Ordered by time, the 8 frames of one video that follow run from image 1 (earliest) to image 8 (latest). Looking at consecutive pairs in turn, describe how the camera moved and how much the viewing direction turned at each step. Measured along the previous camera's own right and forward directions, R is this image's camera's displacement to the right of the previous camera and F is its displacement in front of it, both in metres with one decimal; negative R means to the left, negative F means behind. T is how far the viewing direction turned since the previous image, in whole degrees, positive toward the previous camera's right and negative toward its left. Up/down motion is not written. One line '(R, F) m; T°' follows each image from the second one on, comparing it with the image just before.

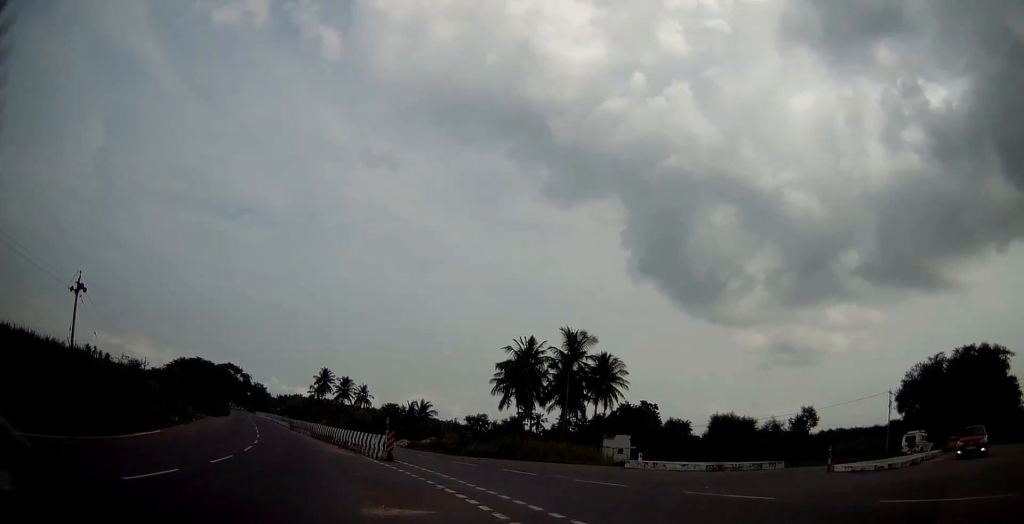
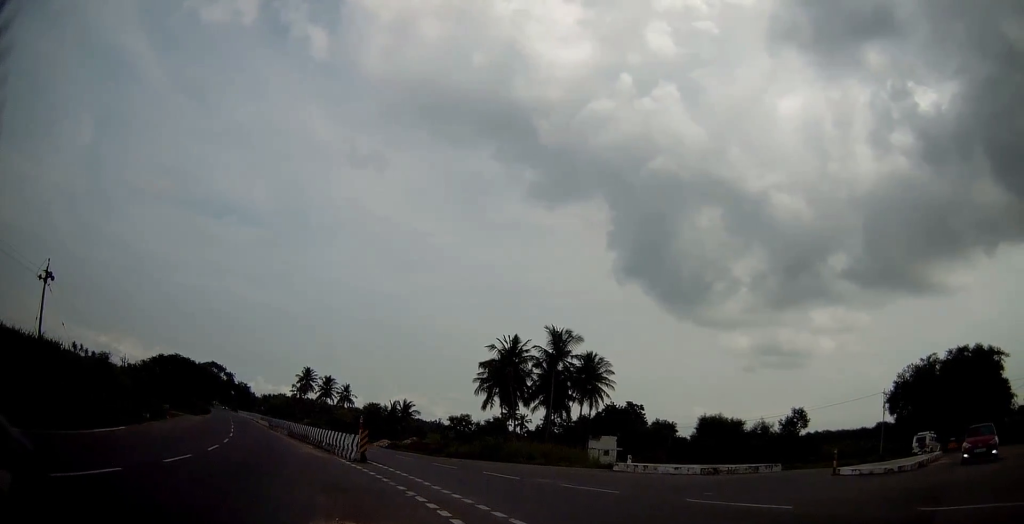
(0.0, +1.7) m; +1°
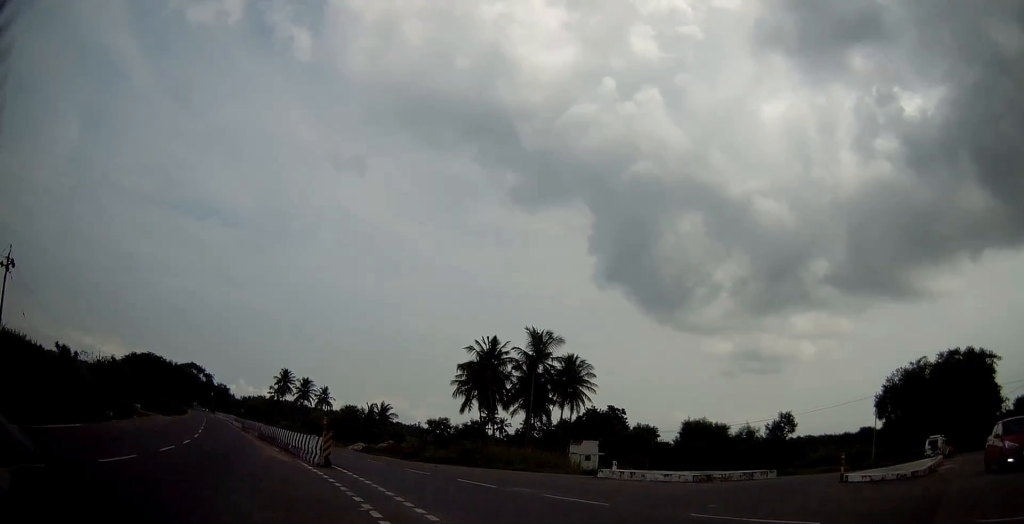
(0.0, +2.4) m; +3°
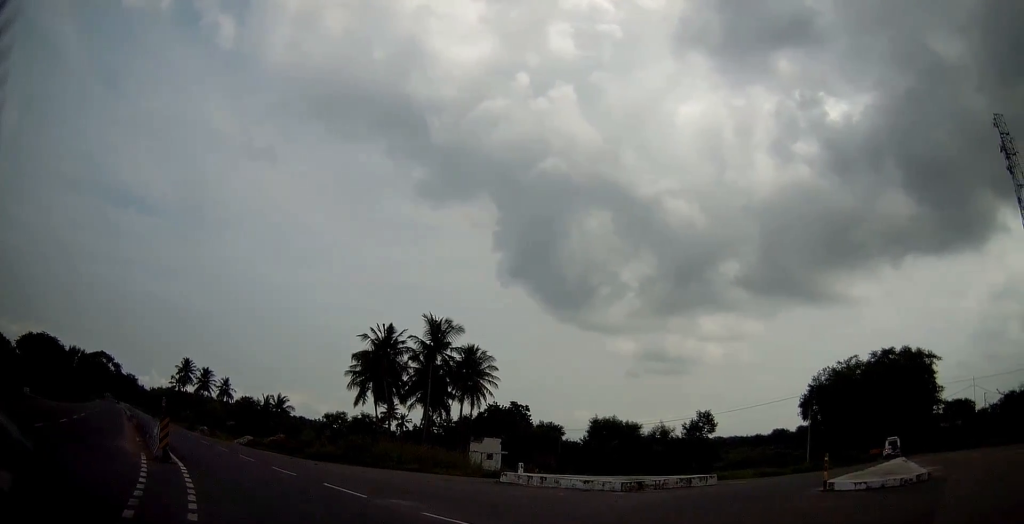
(+0.6, +5.3) m; +14°
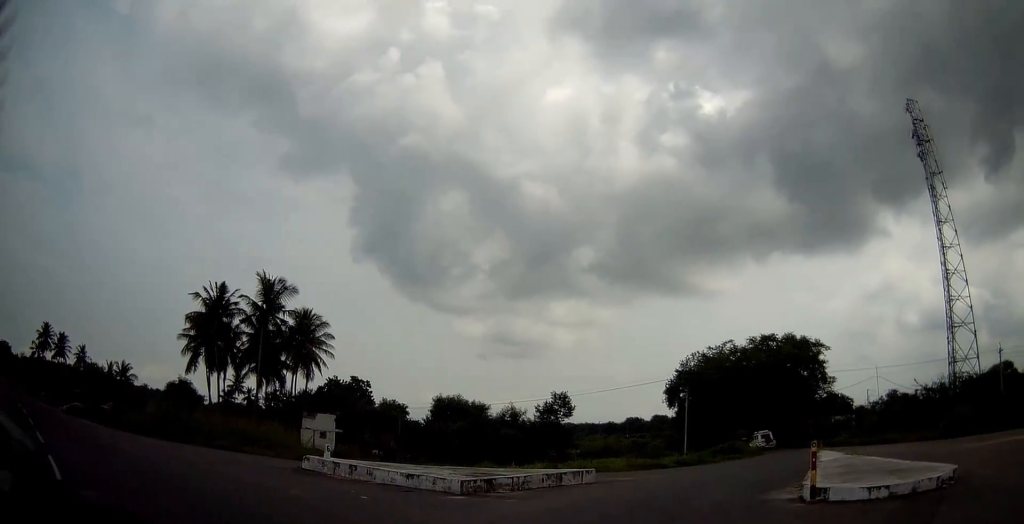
(+0.4, +5.4) m; +10°
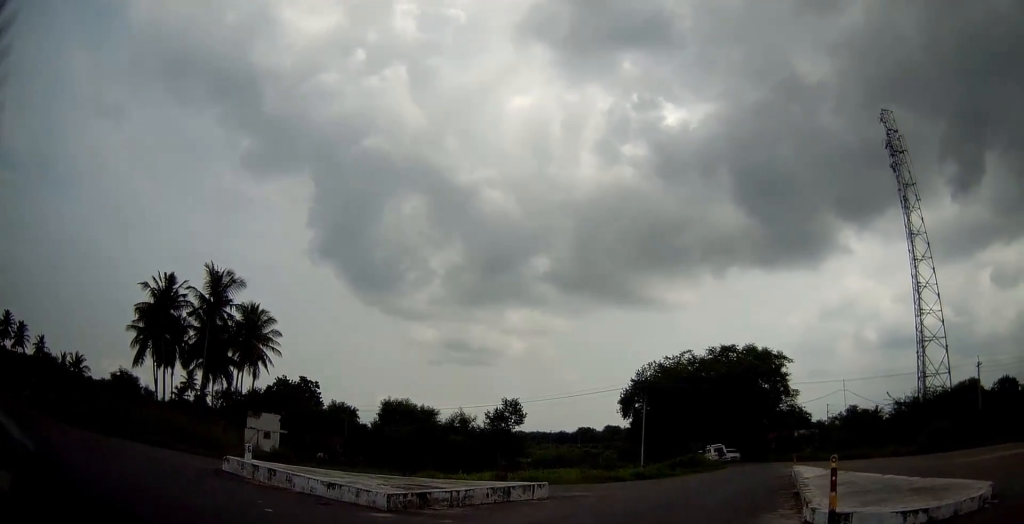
(0.0, +1.8) m; +4°
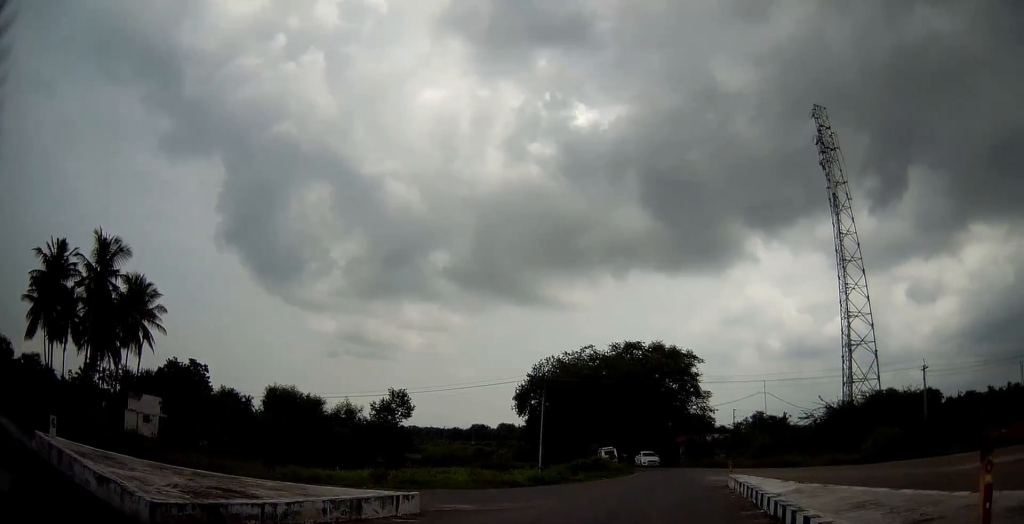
(+0.4, +4.0) m; +13°
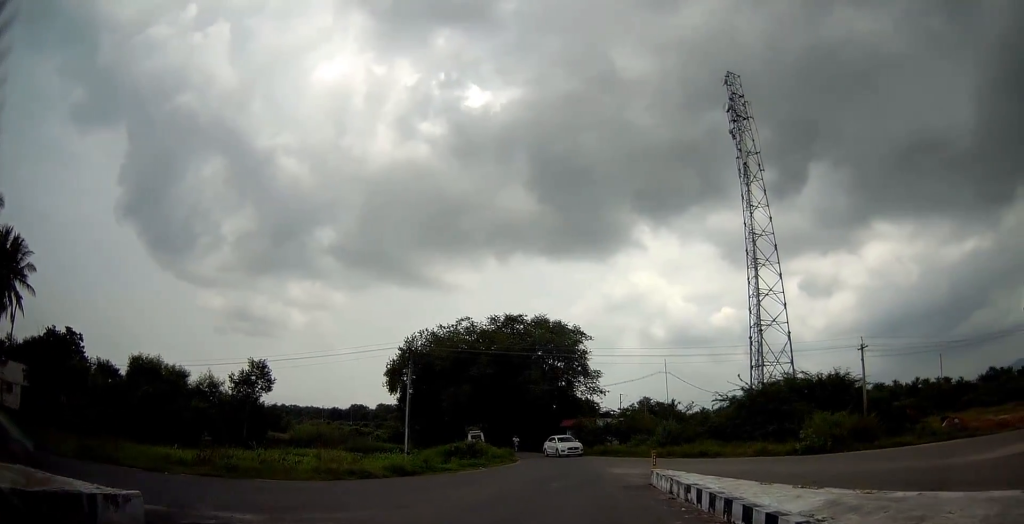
(+0.7, +5.8) m; +9°
